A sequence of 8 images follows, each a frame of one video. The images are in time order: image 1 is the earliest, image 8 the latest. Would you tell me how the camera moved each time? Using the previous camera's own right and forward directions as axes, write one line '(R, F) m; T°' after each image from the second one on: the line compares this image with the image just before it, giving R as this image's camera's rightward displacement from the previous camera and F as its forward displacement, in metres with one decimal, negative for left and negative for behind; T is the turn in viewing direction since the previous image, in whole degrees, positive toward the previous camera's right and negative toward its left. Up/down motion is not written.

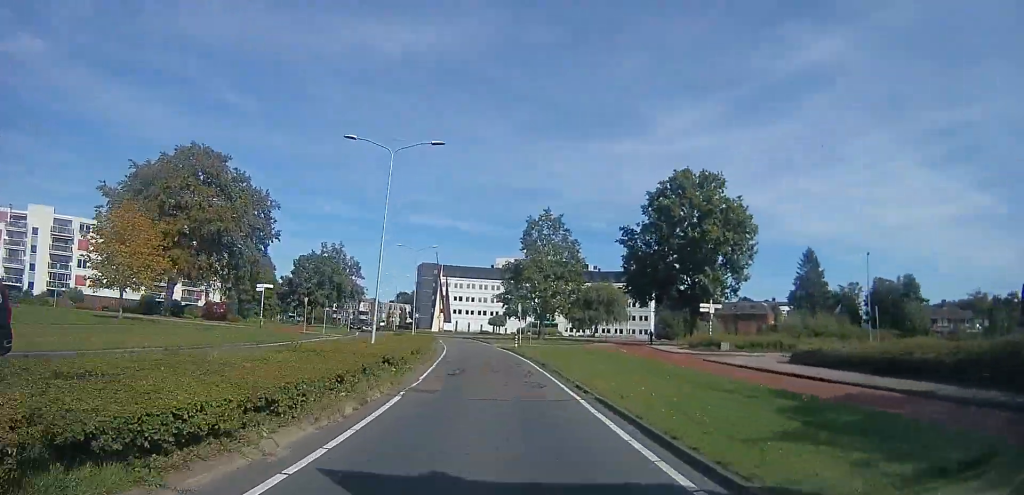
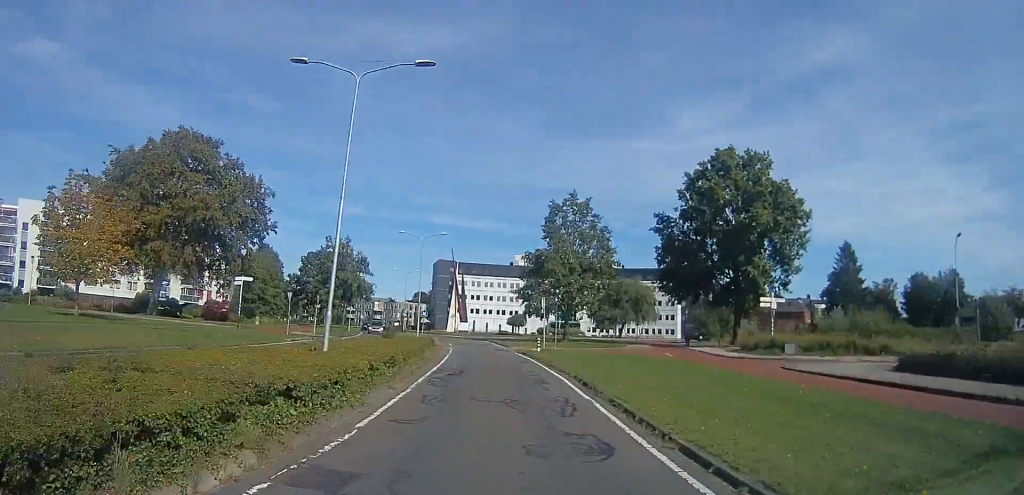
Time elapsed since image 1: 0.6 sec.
(0.0, +6.3) m; 0°
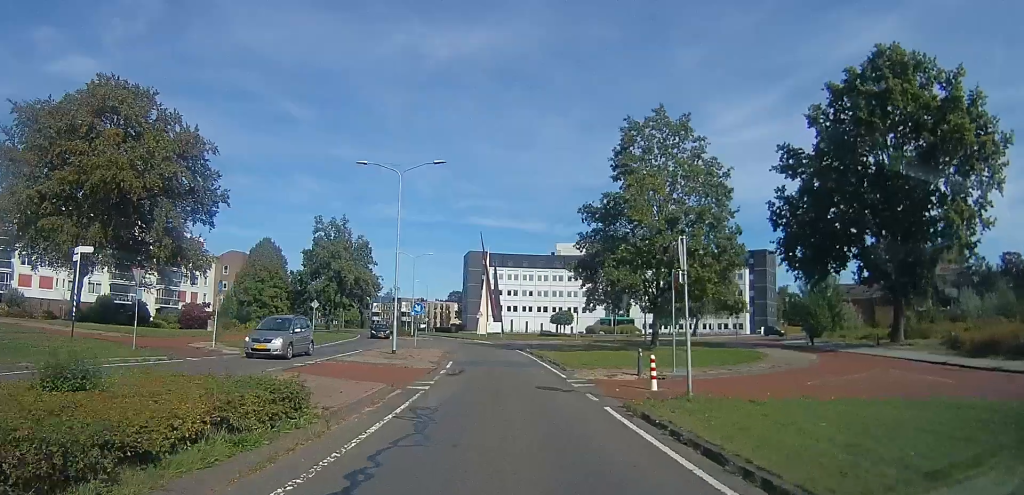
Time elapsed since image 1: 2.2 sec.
(-0.1, +18.0) m; -4°
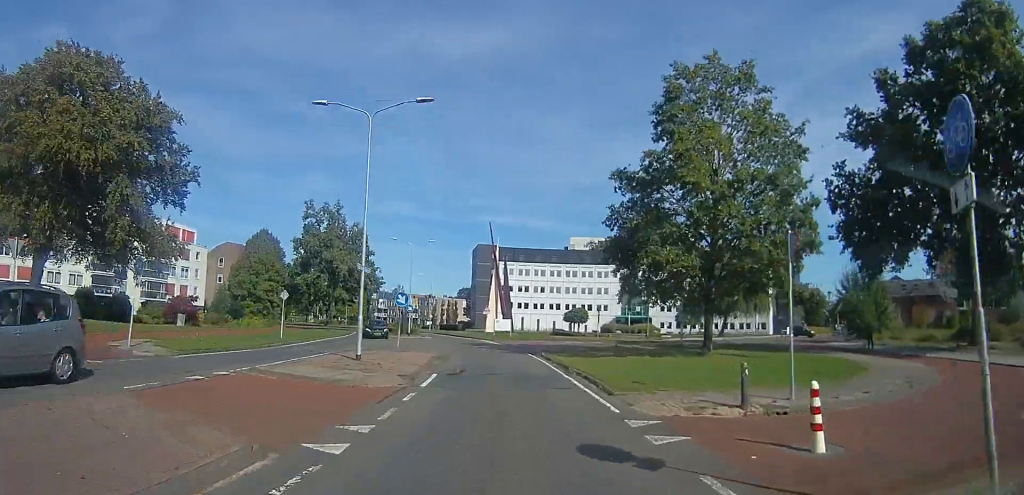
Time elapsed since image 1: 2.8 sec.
(0.0, +6.2) m; -3°
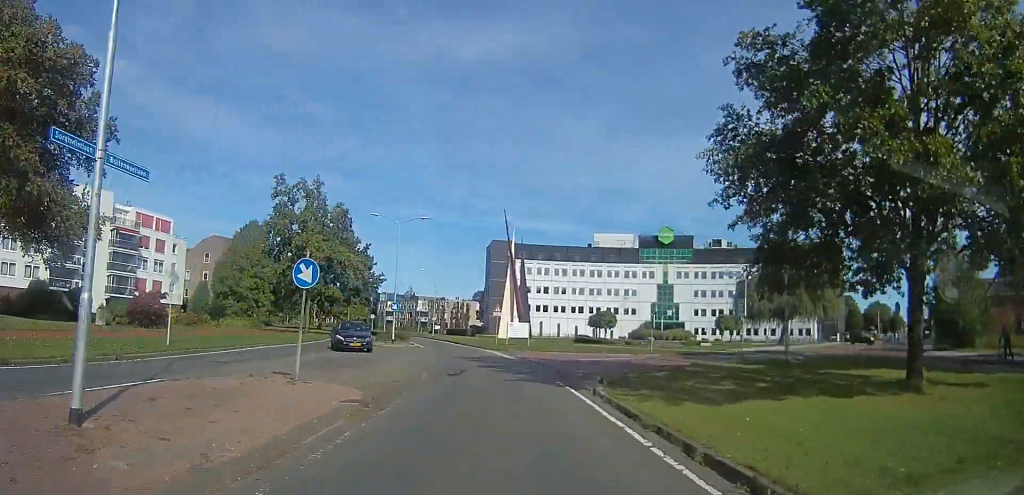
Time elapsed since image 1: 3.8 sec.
(-0.9, +11.1) m; -6°
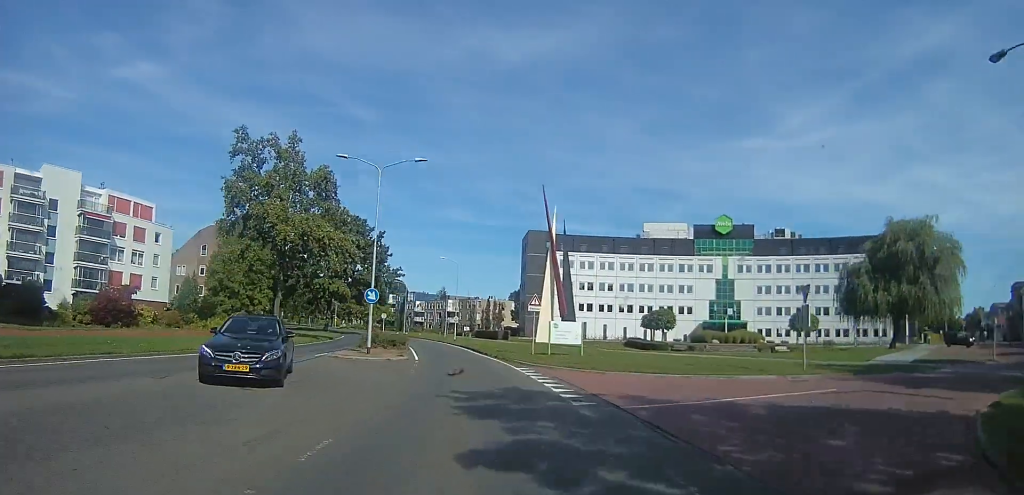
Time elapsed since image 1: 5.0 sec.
(-0.3, +12.4) m; -4°
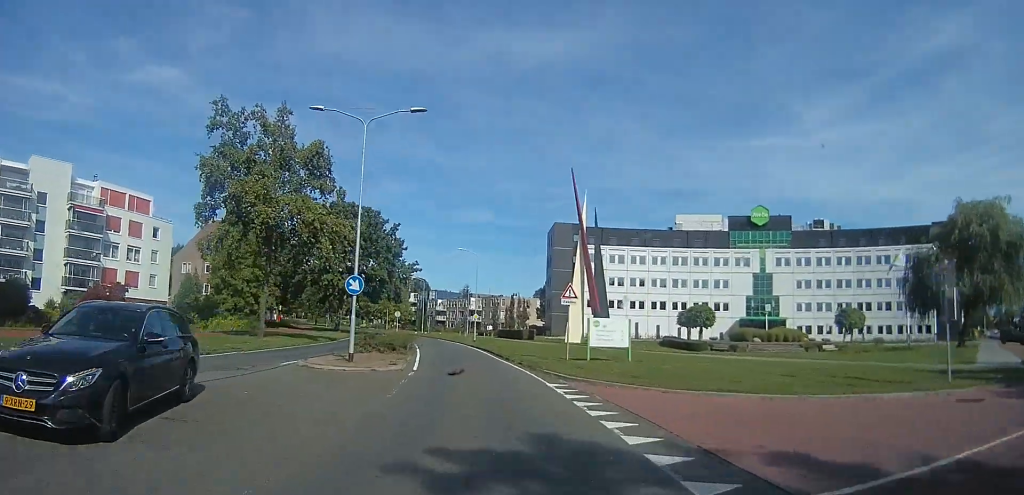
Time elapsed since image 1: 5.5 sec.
(-0.2, +5.2) m; -2°
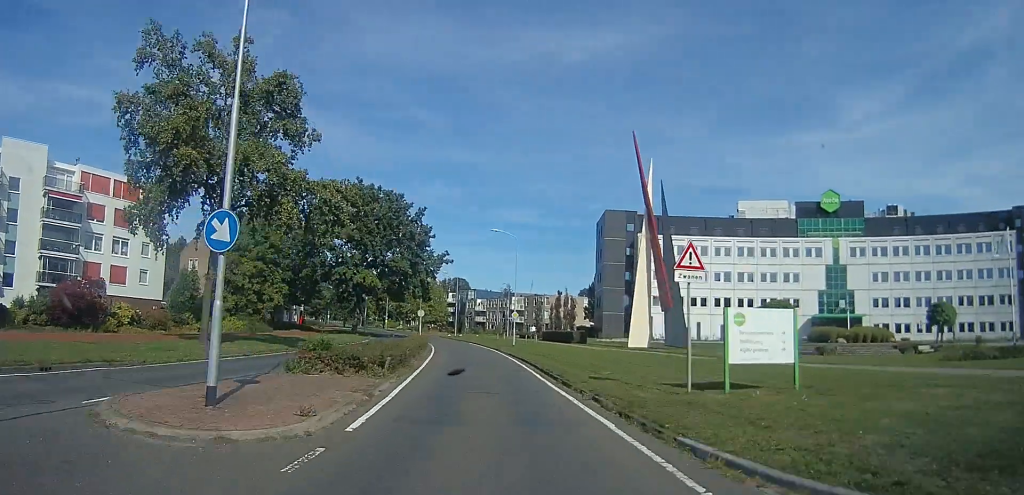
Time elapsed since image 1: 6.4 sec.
(-0.1, +9.3) m; -5°
